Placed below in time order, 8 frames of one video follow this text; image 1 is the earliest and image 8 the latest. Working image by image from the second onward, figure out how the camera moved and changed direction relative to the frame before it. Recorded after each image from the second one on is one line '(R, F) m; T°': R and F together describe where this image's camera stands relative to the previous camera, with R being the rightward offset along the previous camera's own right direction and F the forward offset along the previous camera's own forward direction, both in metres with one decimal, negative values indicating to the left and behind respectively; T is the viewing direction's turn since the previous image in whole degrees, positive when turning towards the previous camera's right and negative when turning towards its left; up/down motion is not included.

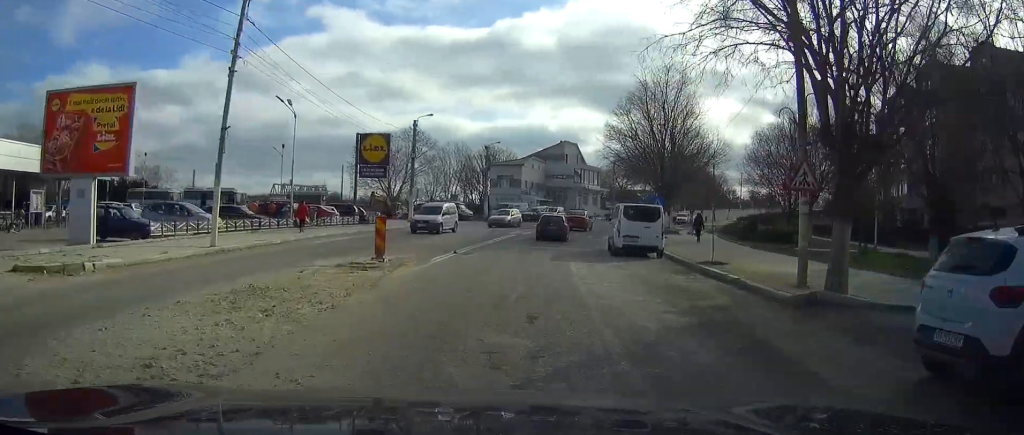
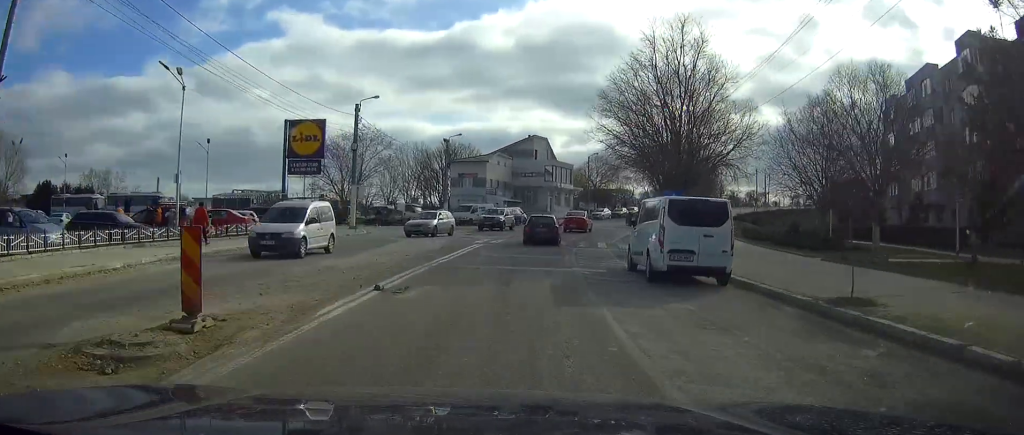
(+0.4, +11.0) m; +8°
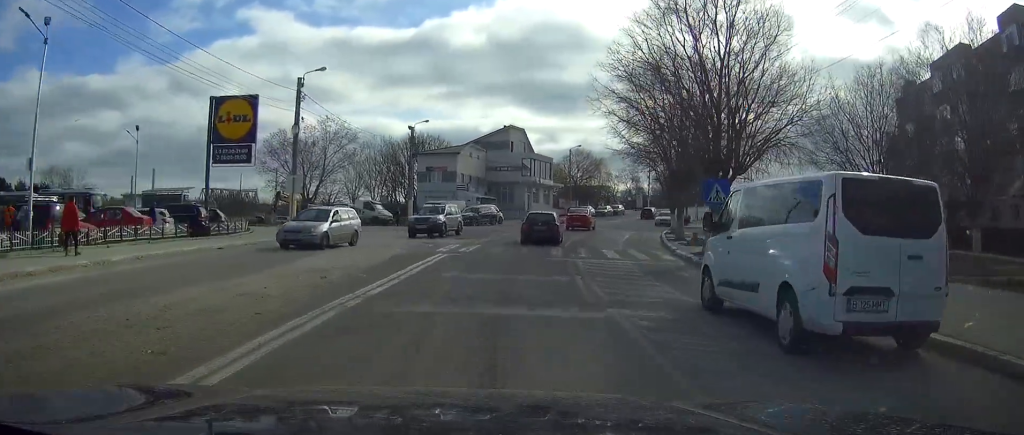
(+0.8, +8.8) m; +7°
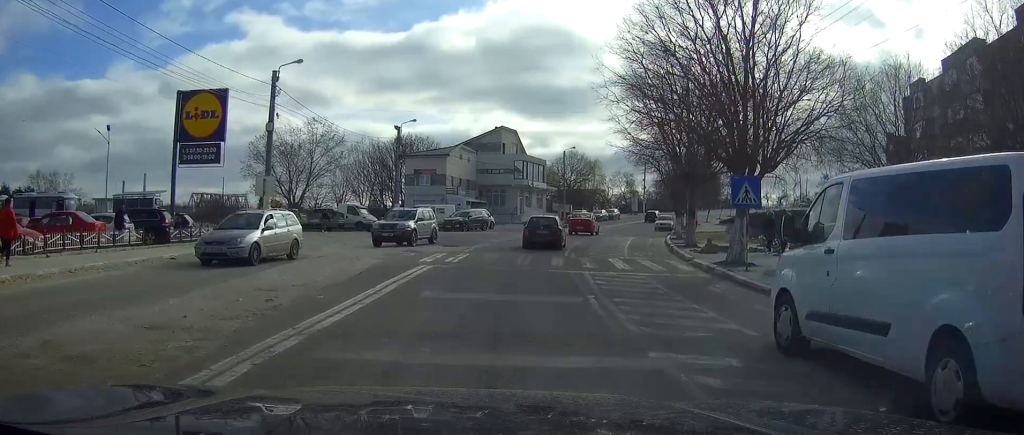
(+0.1, +3.3) m; +1°
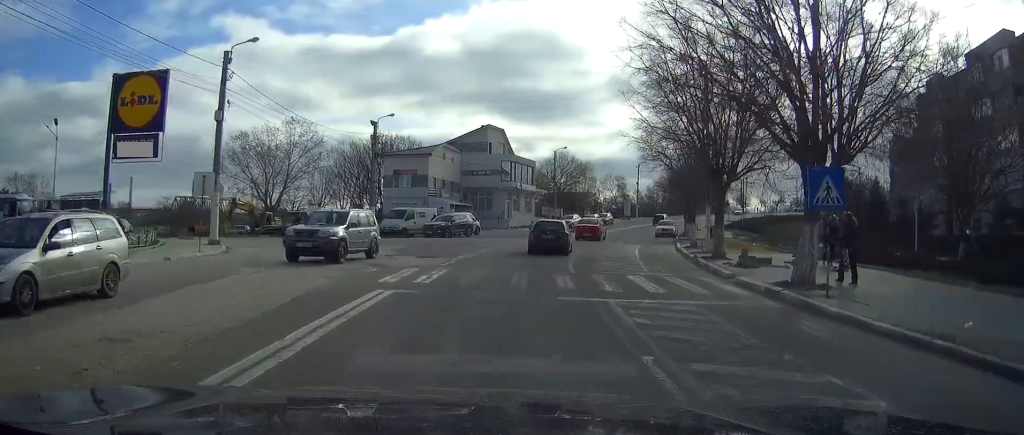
(0.0, +5.4) m; +2°
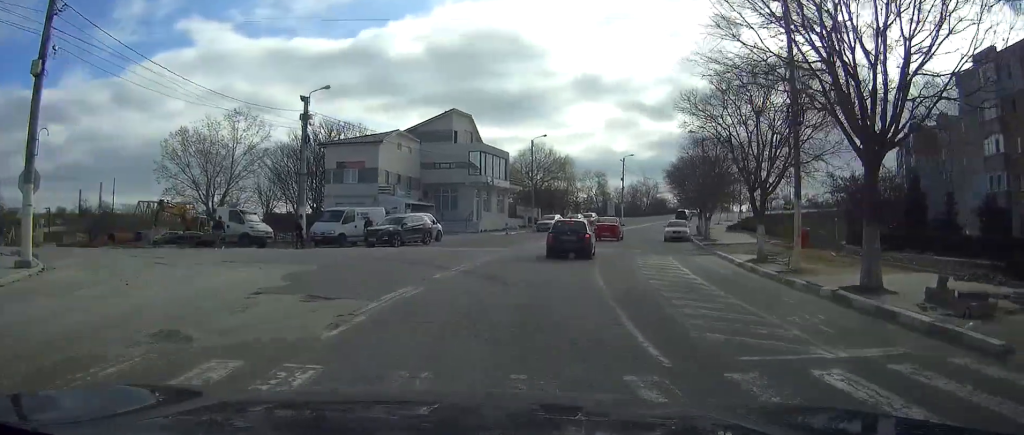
(+0.1, +12.6) m; 0°
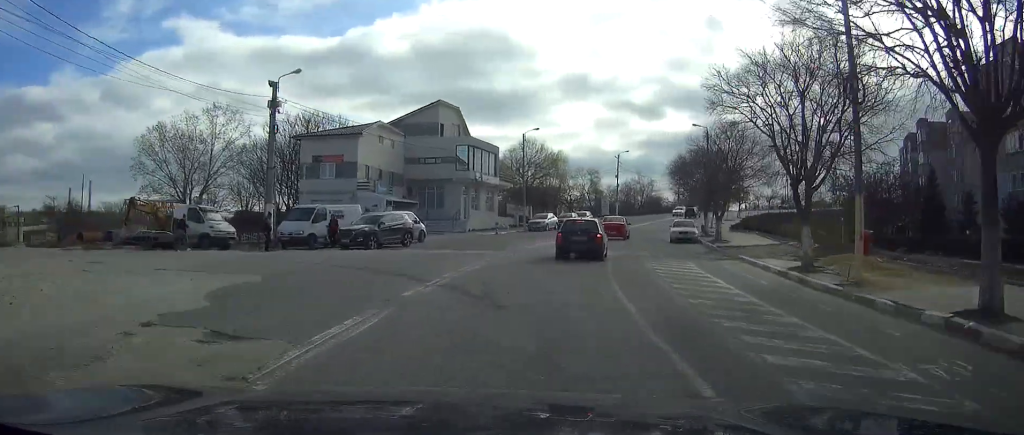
(-0.1, +4.4) m; 0°
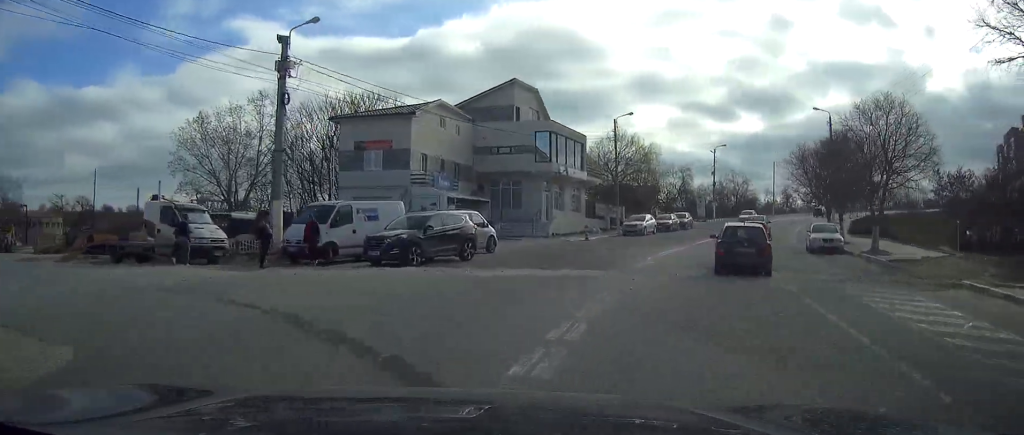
(-0.1, +10.6) m; -12°
